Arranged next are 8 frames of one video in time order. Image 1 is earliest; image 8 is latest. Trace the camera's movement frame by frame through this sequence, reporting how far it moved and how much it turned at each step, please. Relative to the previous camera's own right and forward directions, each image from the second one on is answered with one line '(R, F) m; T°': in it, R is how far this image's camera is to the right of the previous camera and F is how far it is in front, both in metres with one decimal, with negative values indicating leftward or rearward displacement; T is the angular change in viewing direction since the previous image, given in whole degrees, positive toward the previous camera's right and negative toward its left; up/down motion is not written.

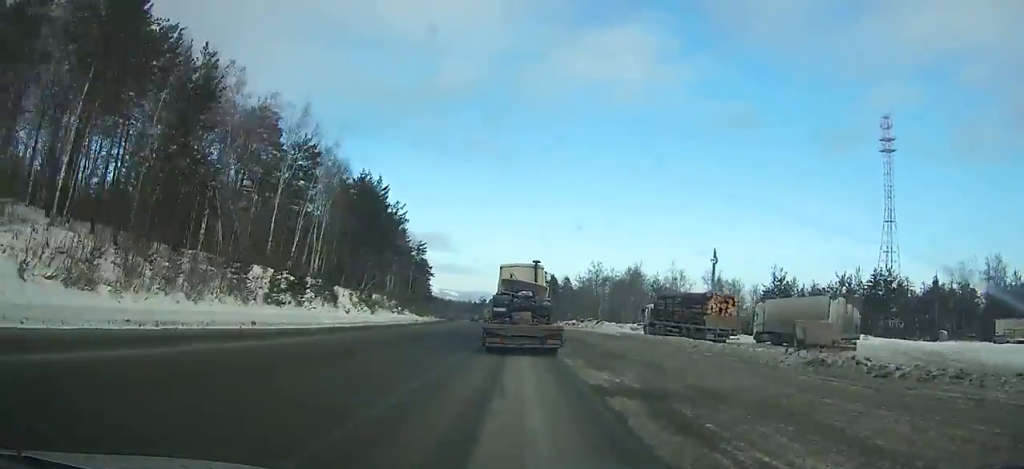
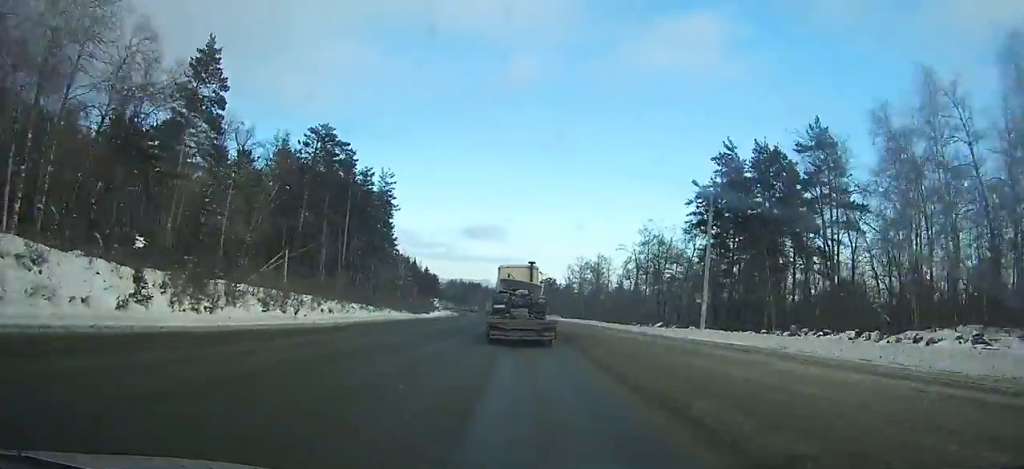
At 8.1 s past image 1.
(-8.2, +149.8) m; -6°
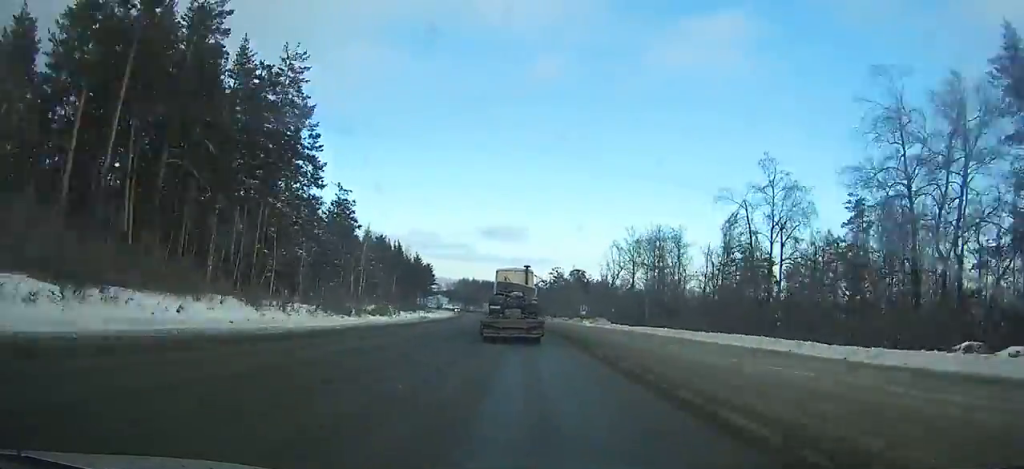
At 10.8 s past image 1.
(-0.8, +53.1) m; -2°
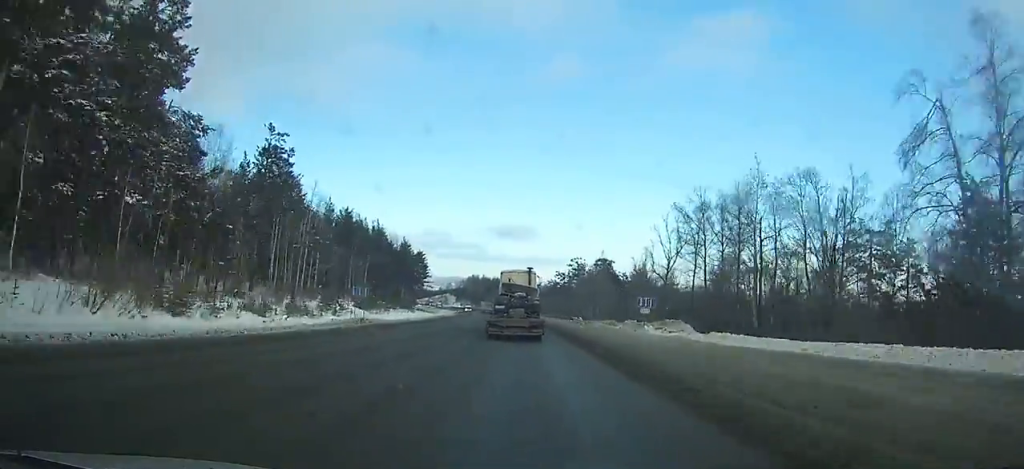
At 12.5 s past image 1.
(-0.3, +34.0) m; -1°
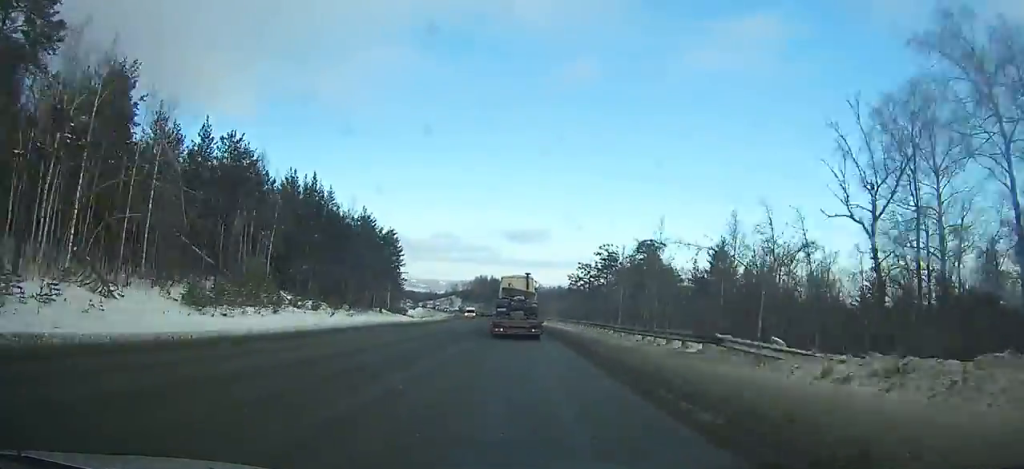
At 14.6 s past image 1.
(-0.7, +42.8) m; -1°
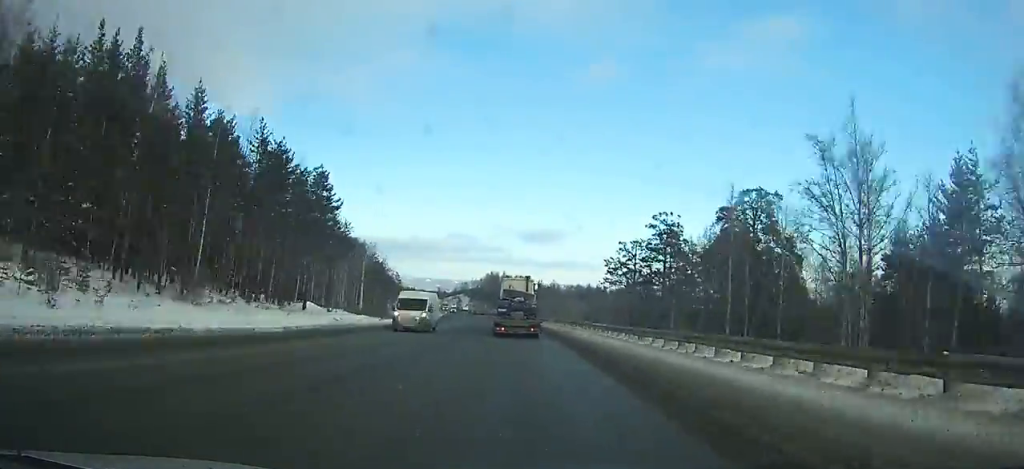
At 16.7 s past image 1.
(-0.4, +43.5) m; -1°
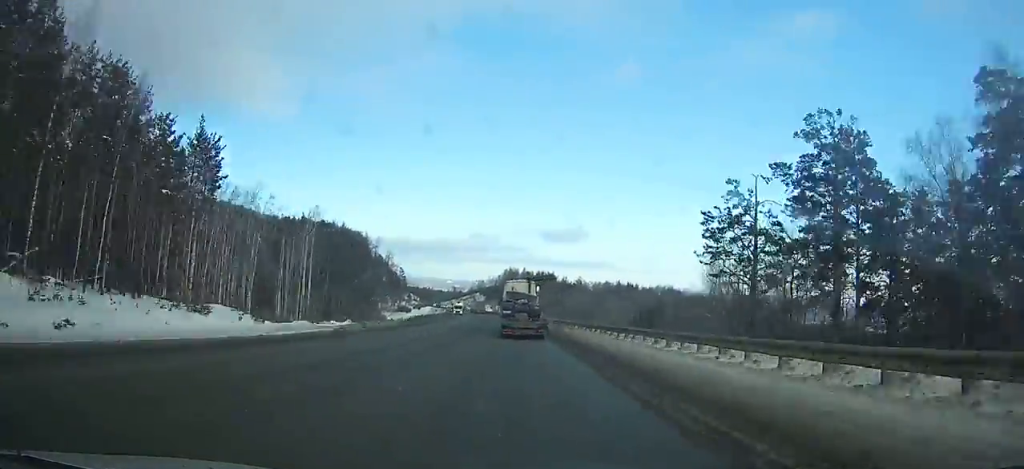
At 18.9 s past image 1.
(-0.5, +46.1) m; -2°
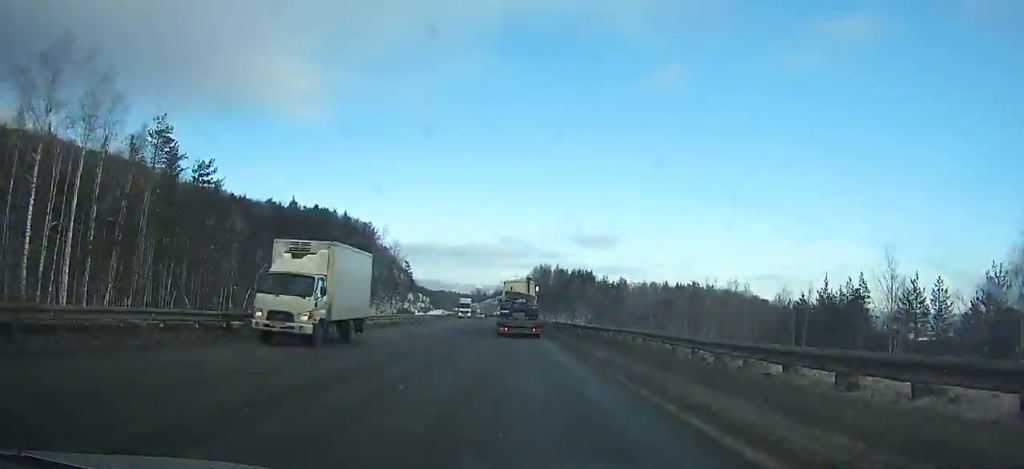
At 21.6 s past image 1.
(-1.3, +57.2) m; -3°
